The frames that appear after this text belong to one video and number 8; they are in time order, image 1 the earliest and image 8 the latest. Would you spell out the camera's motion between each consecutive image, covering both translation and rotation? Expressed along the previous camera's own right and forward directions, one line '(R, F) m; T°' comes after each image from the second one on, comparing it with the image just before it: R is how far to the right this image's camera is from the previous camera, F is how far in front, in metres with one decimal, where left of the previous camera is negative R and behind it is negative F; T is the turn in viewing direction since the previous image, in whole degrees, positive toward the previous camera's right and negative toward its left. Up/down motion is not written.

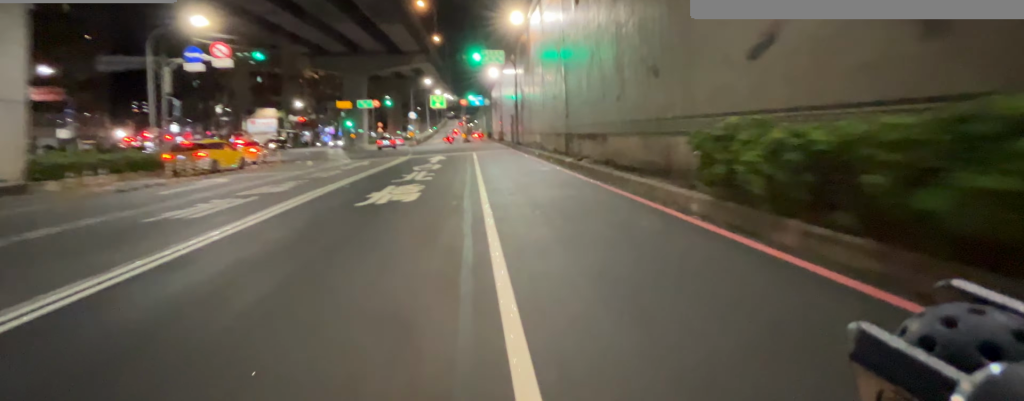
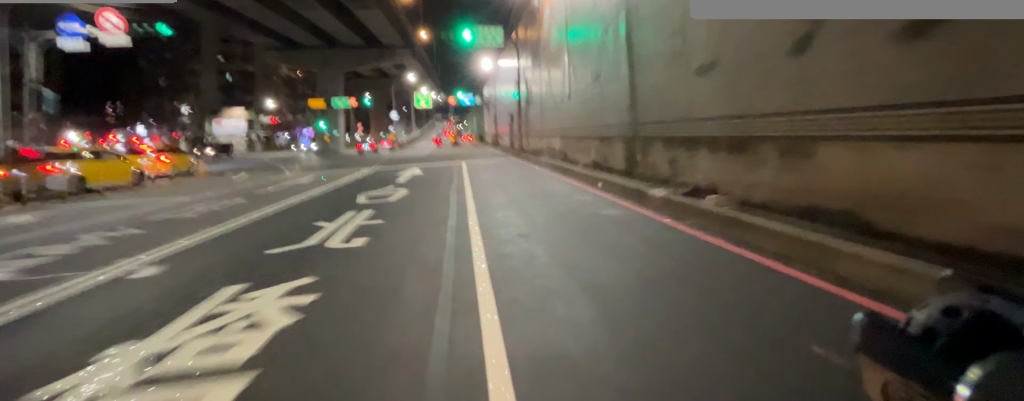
(0.0, +11.0) m; 0°
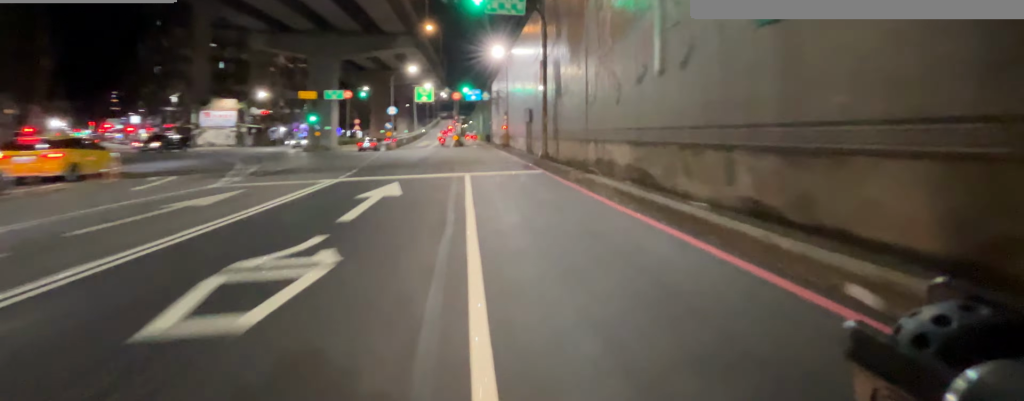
(0.0, +8.5) m; 0°
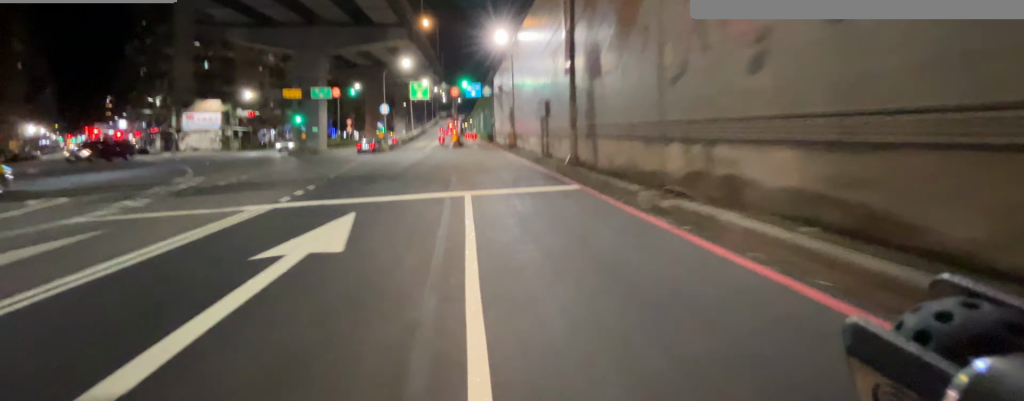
(0.0, +6.4) m; 0°
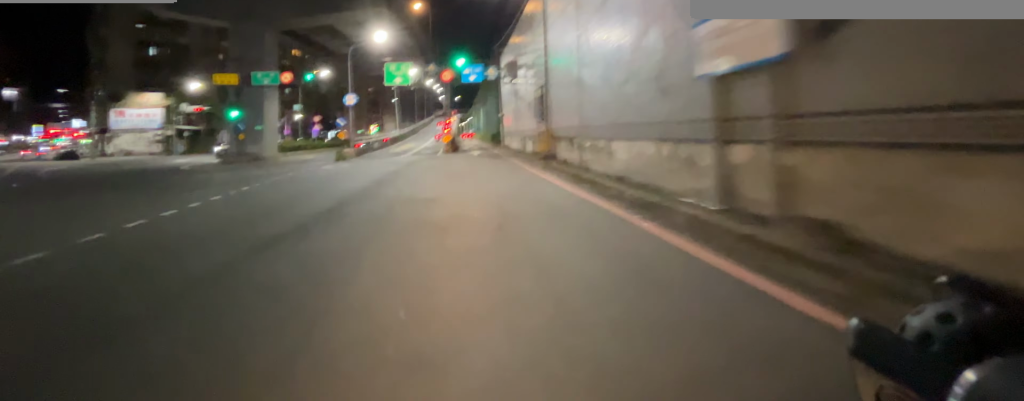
(+0.2, +15.5) m; +2°
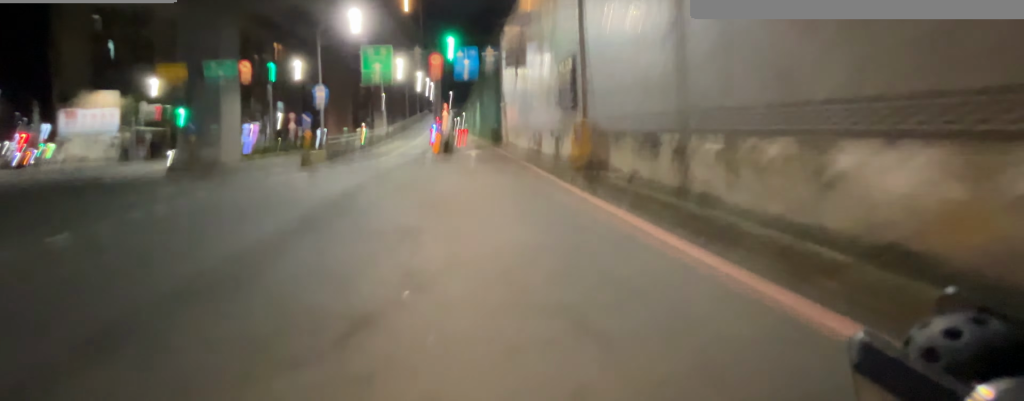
(+0.1, +5.9) m; +1°
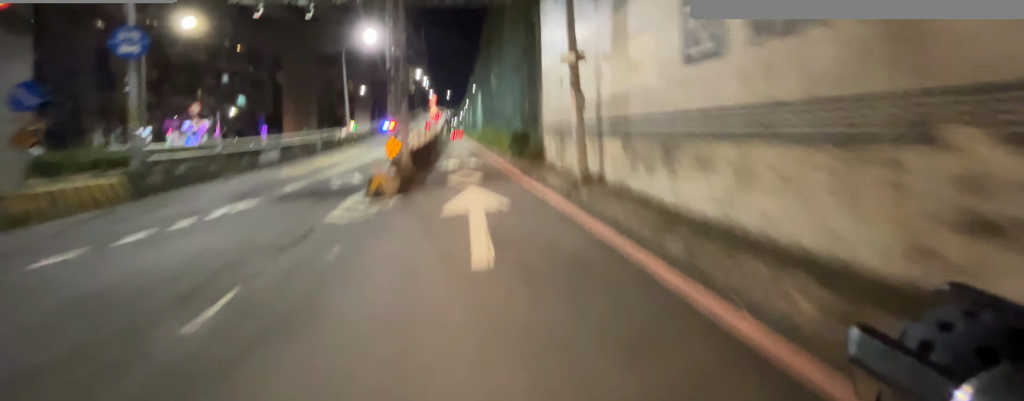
(-0.1, +15.0) m; -1°
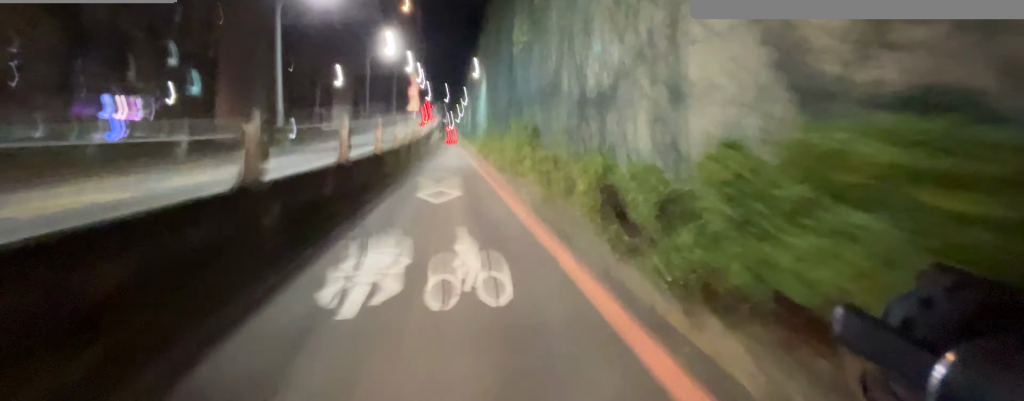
(-0.1, +11.7) m; -2°
